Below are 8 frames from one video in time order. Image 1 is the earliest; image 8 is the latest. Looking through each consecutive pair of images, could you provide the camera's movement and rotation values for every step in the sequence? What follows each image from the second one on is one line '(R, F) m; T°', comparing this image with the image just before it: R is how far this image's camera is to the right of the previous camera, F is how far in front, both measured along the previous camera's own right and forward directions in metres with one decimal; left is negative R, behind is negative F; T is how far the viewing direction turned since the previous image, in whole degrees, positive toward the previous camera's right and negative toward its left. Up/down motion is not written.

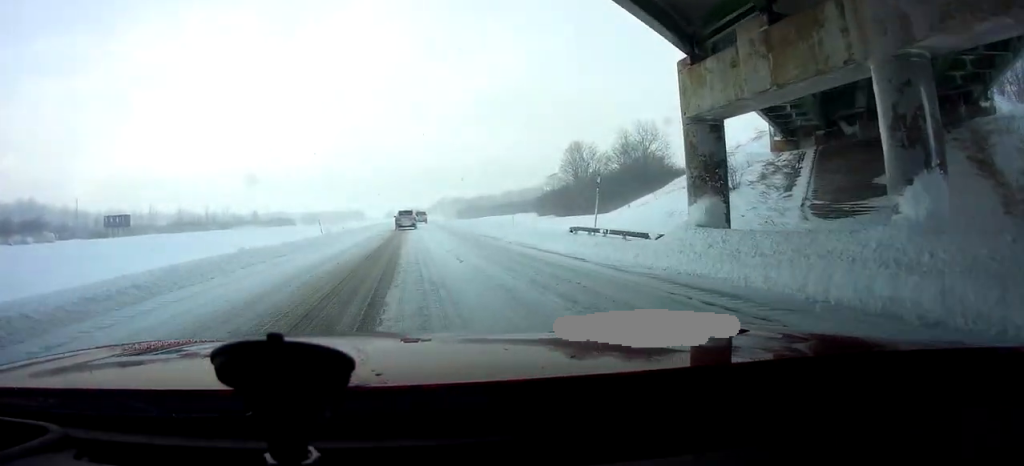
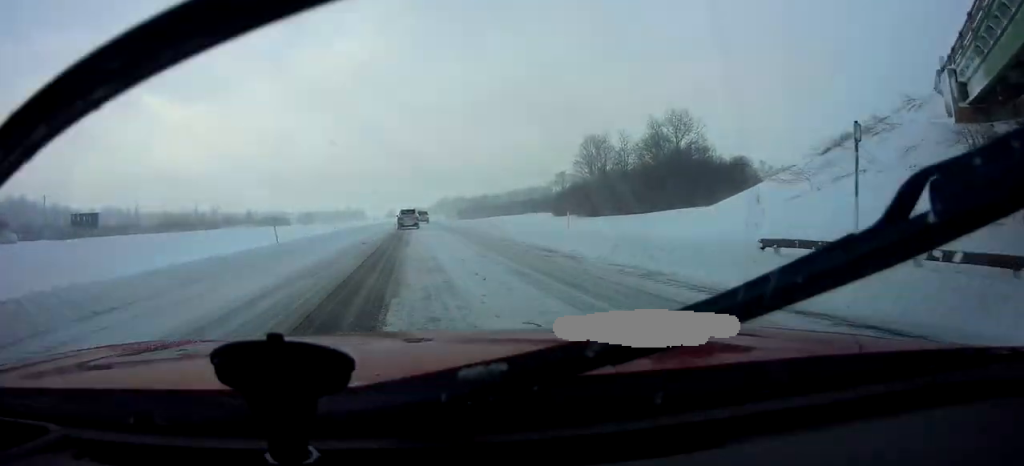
(-0.2, +12.7) m; 0°
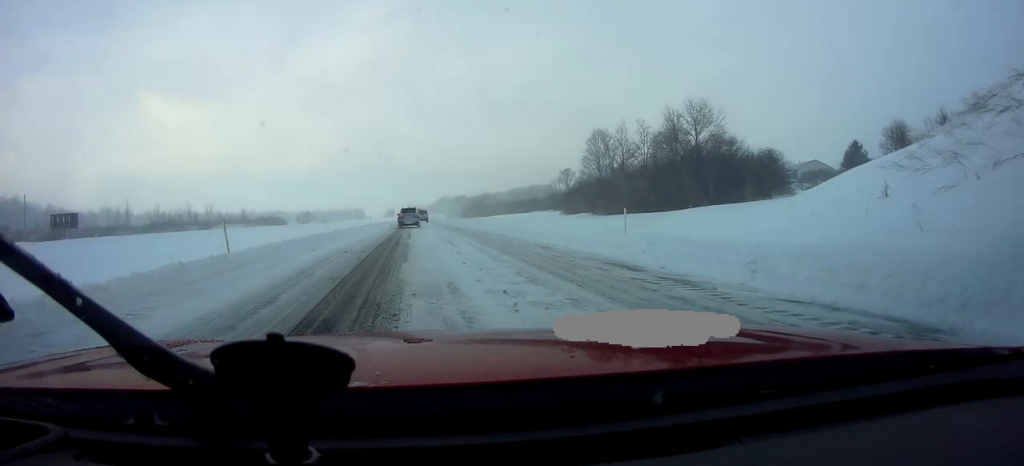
(+0.3, +6.6) m; 0°
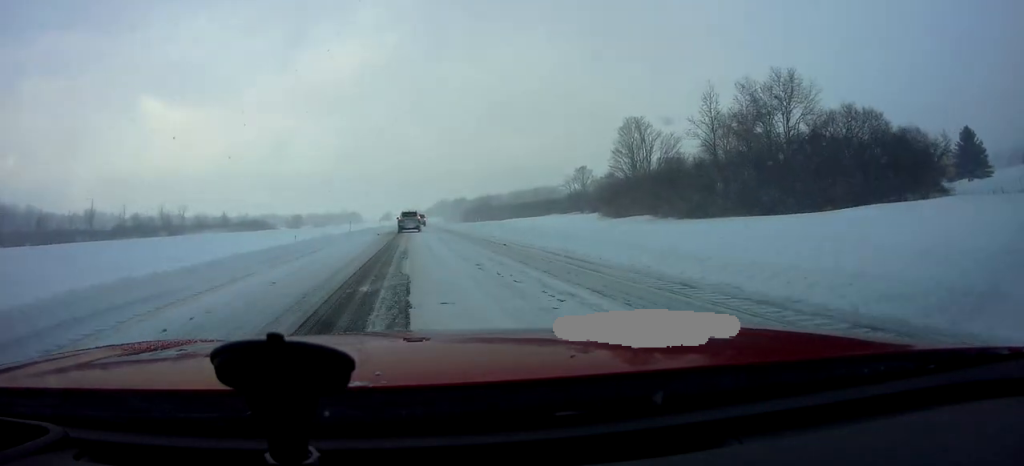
(-0.3, +23.0) m; 0°
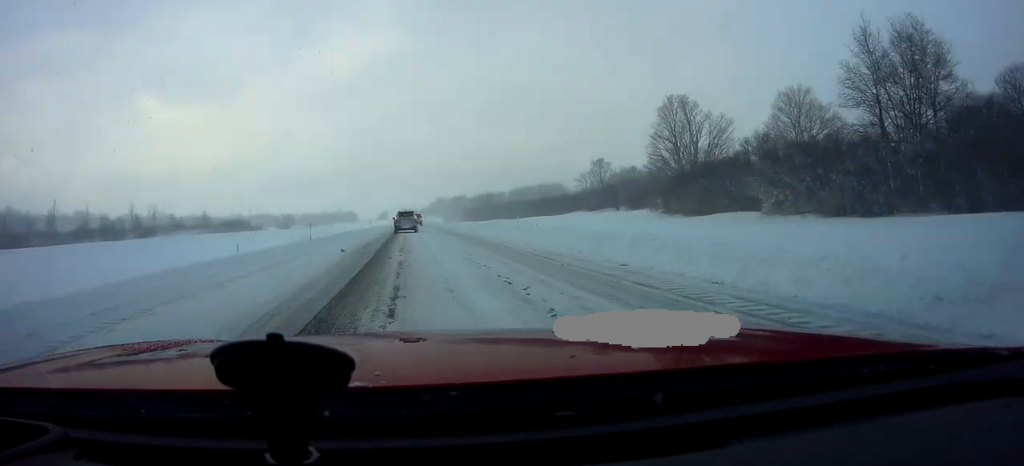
(+0.2, +21.1) m; -1°
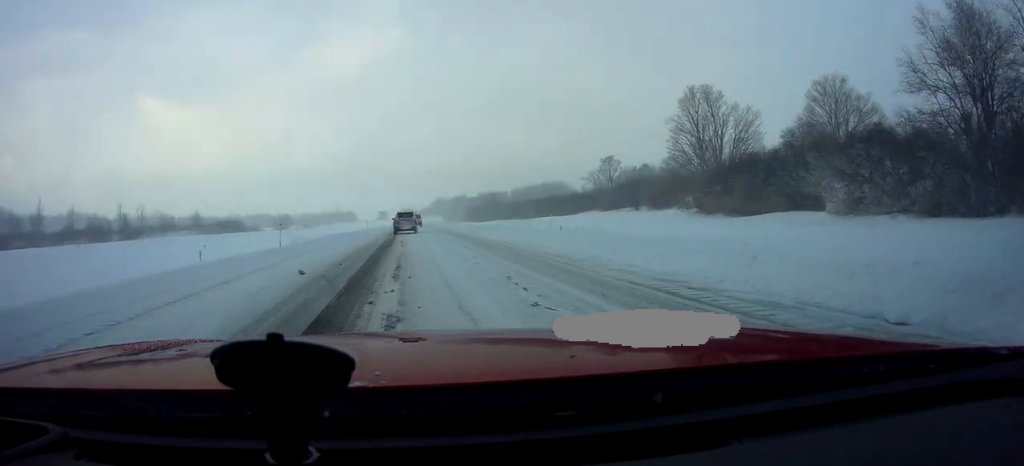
(-0.2, +8.1) m; -1°
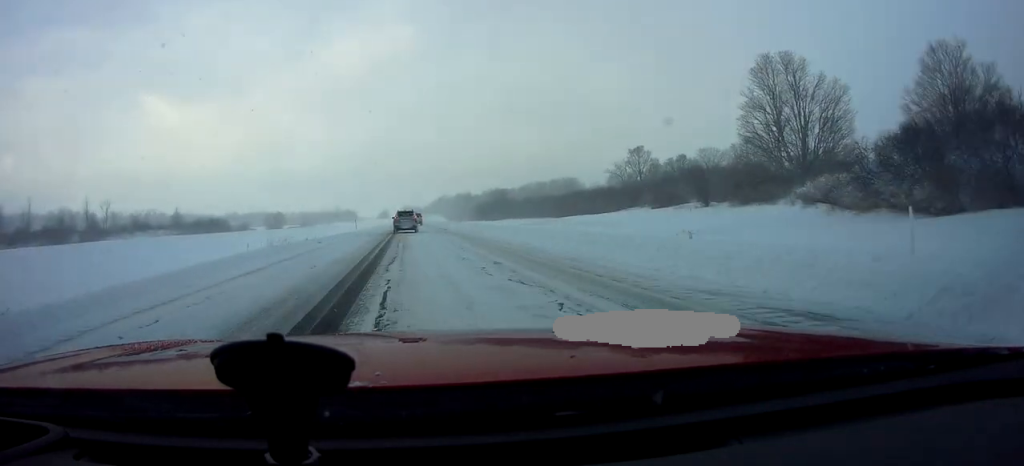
(+0.5, +20.8) m; +2°
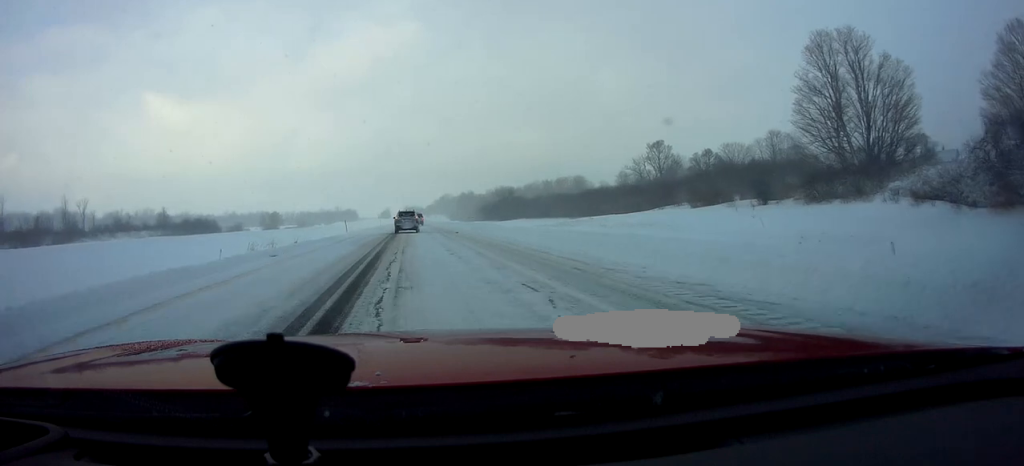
(+0.2, +11.7) m; 0°
